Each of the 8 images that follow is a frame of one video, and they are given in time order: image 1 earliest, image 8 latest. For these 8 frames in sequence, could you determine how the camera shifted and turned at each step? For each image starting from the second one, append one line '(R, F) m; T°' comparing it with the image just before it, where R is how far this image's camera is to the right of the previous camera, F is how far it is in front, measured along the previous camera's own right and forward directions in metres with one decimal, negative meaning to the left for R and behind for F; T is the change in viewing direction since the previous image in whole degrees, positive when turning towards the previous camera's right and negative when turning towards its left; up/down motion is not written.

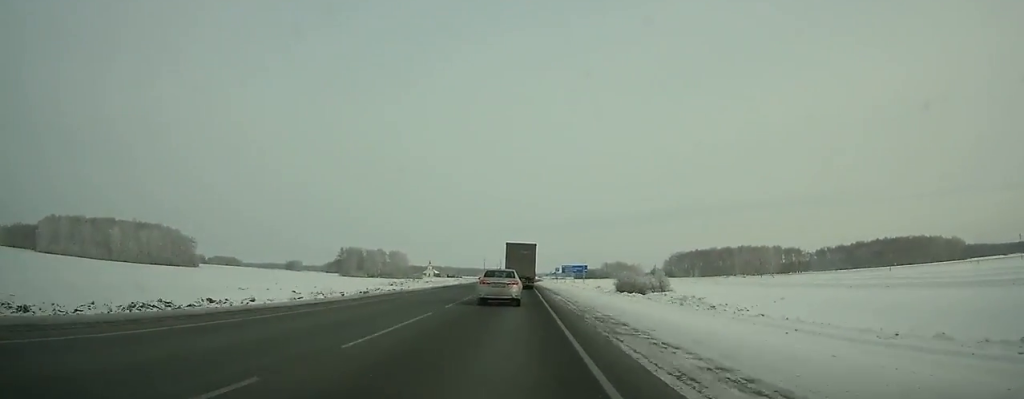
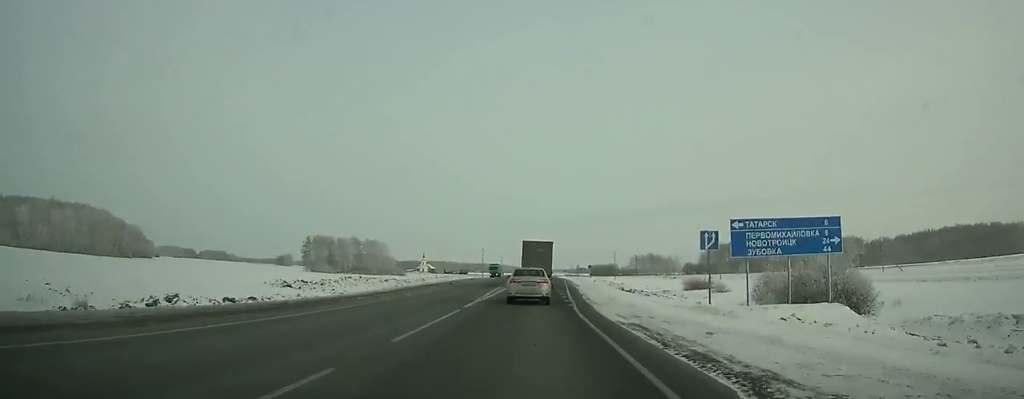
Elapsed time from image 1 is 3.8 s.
(-0.3, +82.7) m; 0°
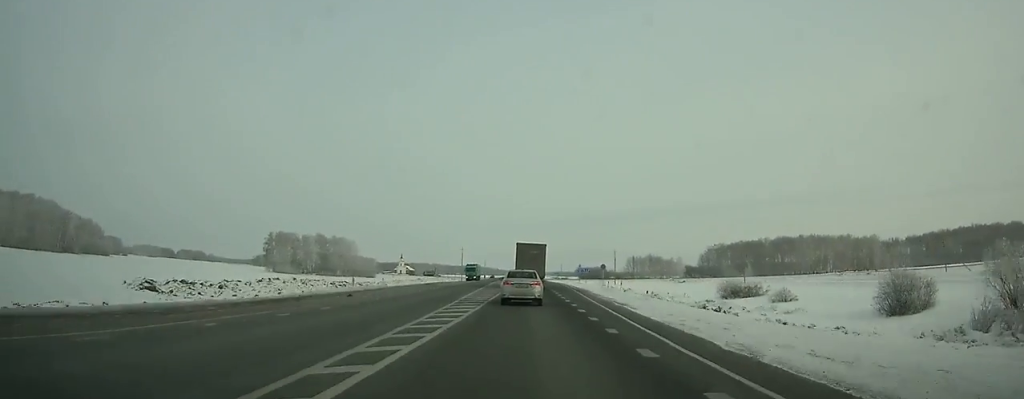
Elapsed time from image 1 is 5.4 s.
(+0.2, +34.0) m; 0°
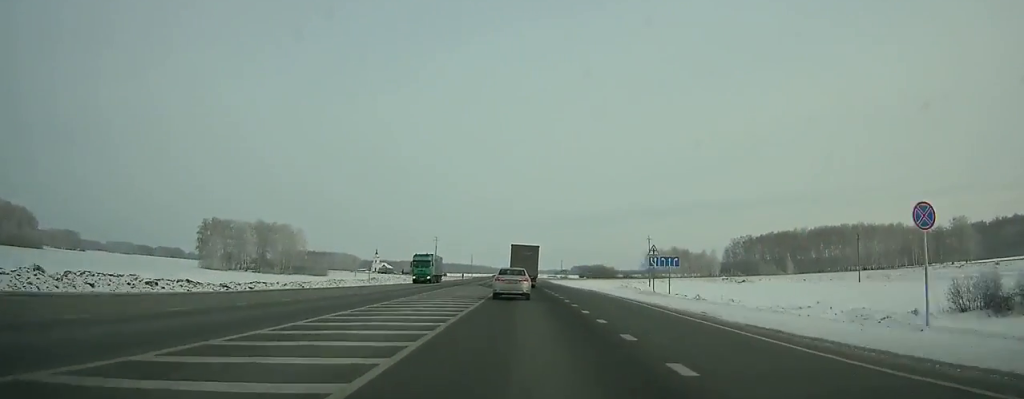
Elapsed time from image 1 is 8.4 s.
(+0.5, +63.1) m; +1°
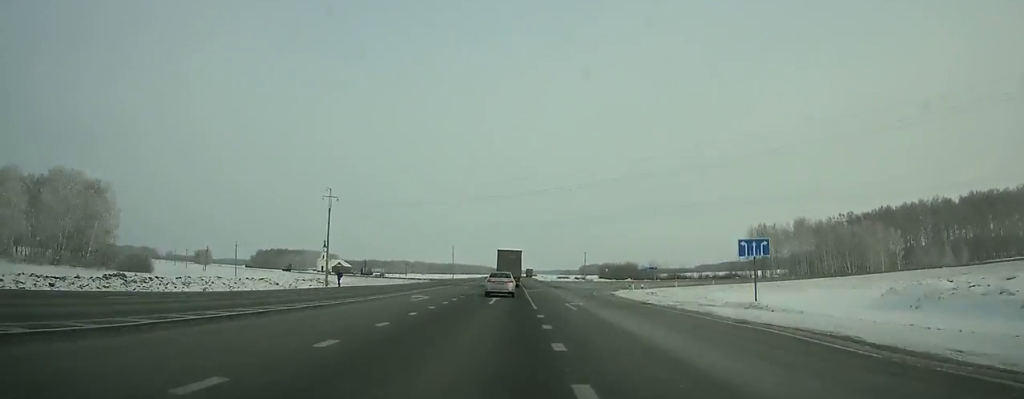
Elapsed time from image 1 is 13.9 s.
(-0.1, +115.7) m; -1°
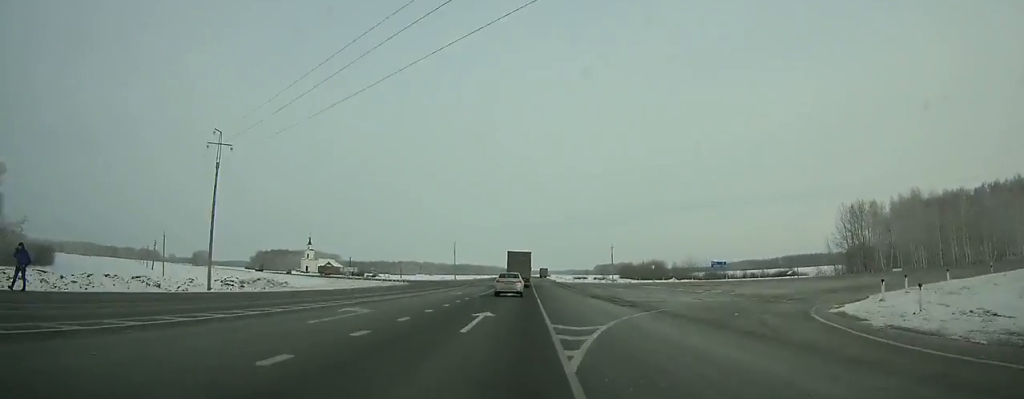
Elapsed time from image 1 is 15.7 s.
(-0.2, +38.8) m; -1°
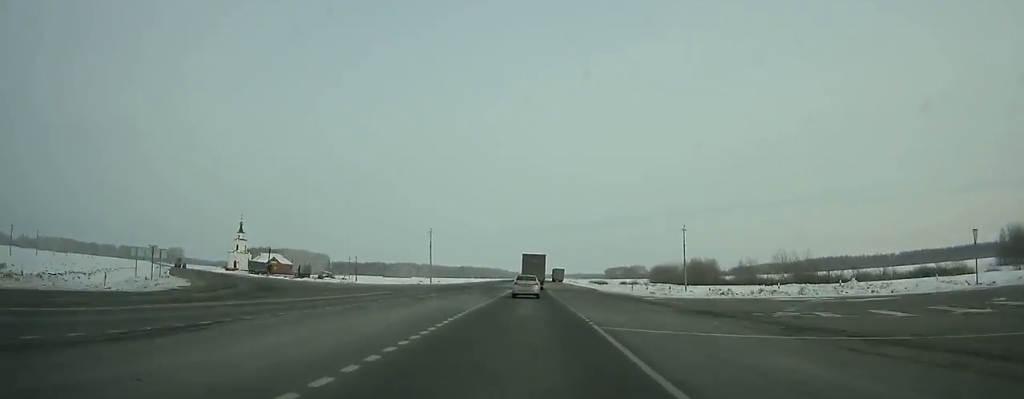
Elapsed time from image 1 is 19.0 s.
(-0.9, +72.9) m; 0°
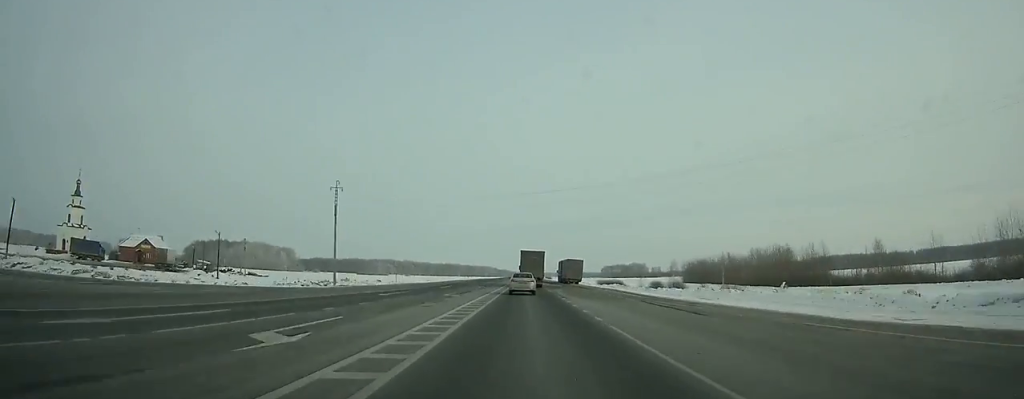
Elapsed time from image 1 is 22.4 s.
(+0.7, +77.2) m; +1°
